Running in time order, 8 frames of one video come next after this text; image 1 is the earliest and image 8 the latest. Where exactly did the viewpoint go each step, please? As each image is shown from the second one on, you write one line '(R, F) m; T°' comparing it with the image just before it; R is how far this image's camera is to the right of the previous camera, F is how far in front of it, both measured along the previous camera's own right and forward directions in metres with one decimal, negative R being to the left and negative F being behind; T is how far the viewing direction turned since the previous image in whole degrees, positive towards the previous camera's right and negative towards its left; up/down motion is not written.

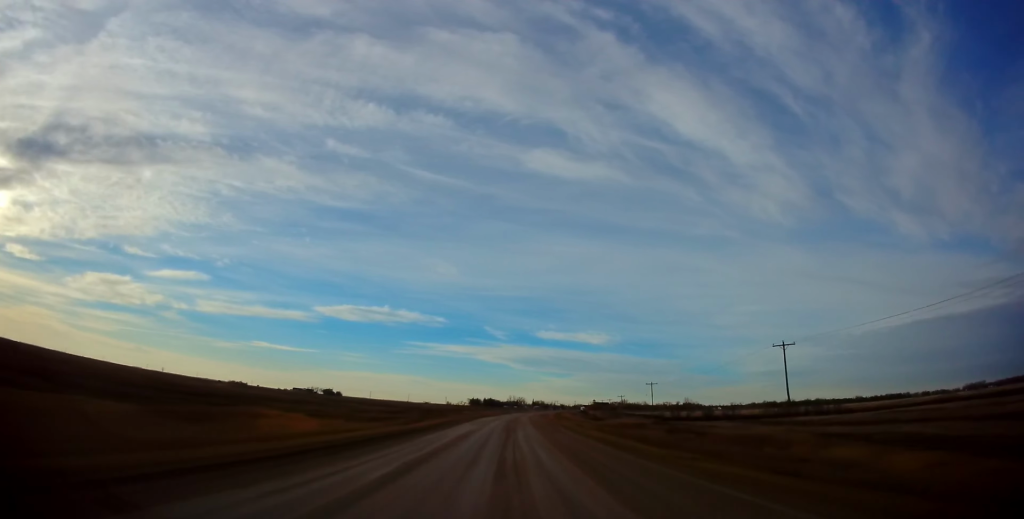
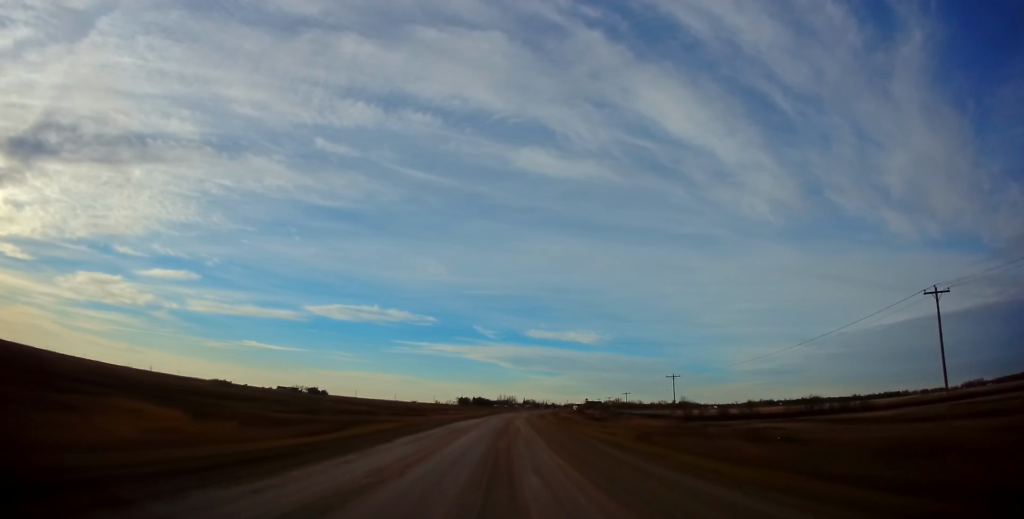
(+0.1, +26.0) m; 0°
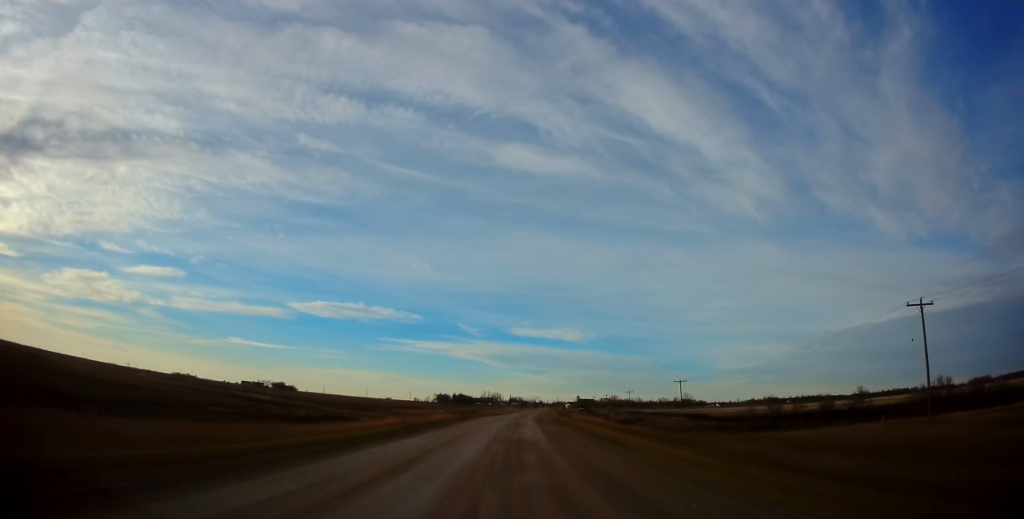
(+1.4, +75.3) m; +2°
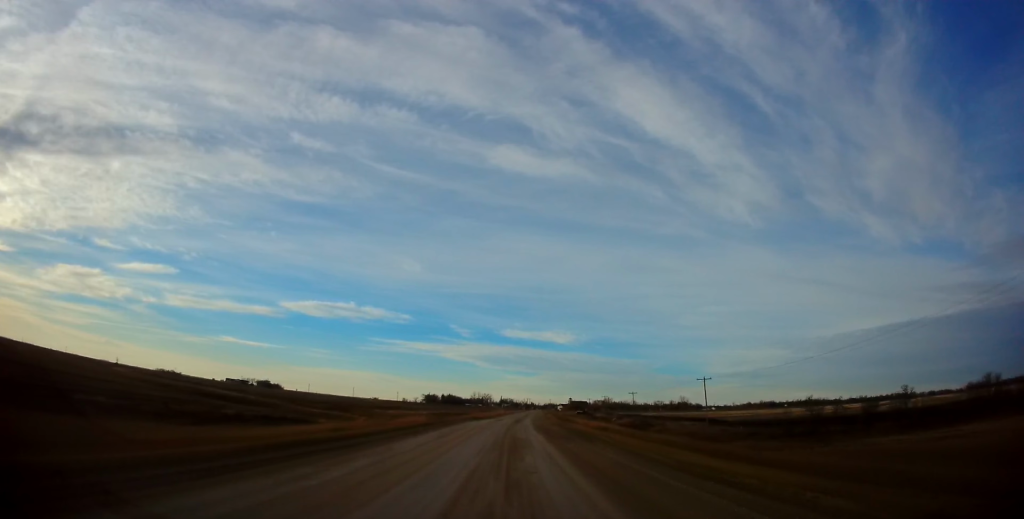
(+0.3, +19.3) m; +1°
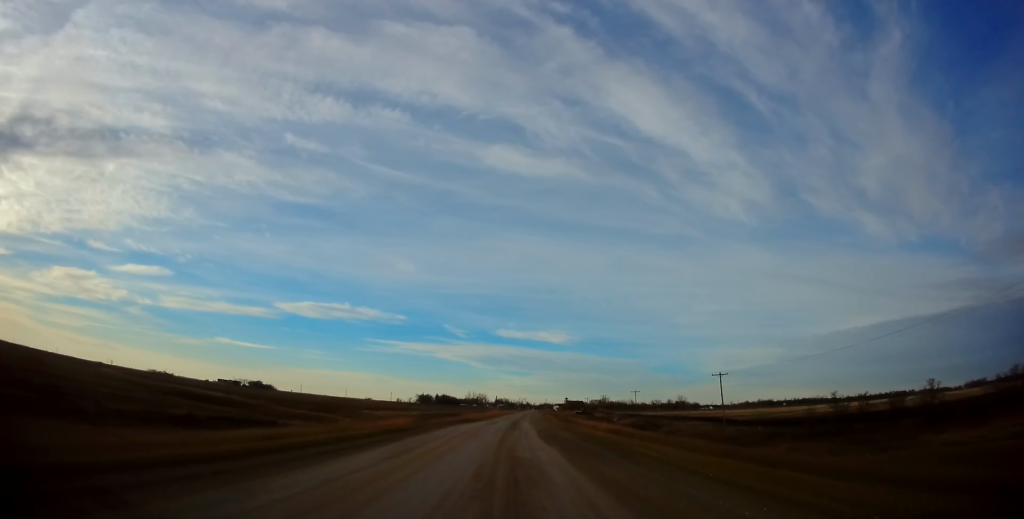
(+0.1, +9.4) m; +1°
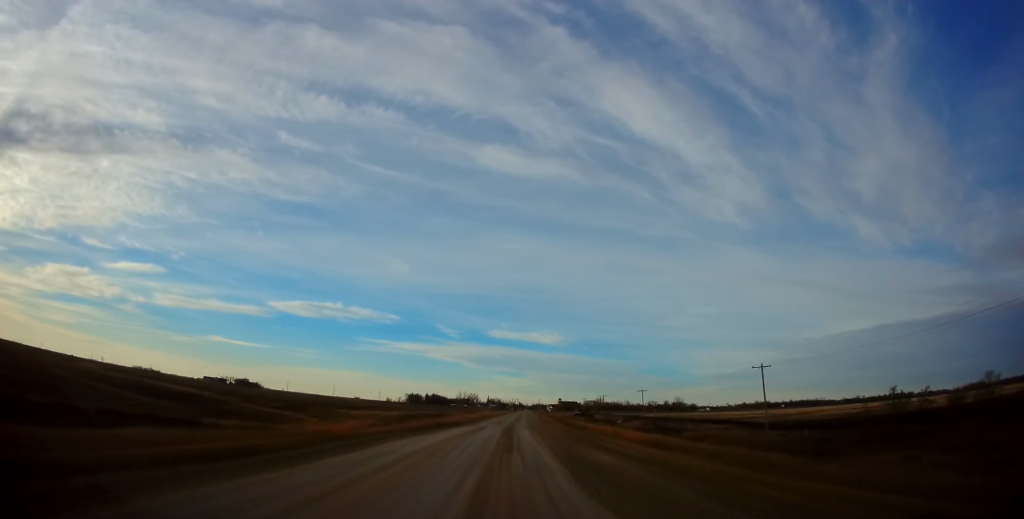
(+0.1, +16.9) m; +1°
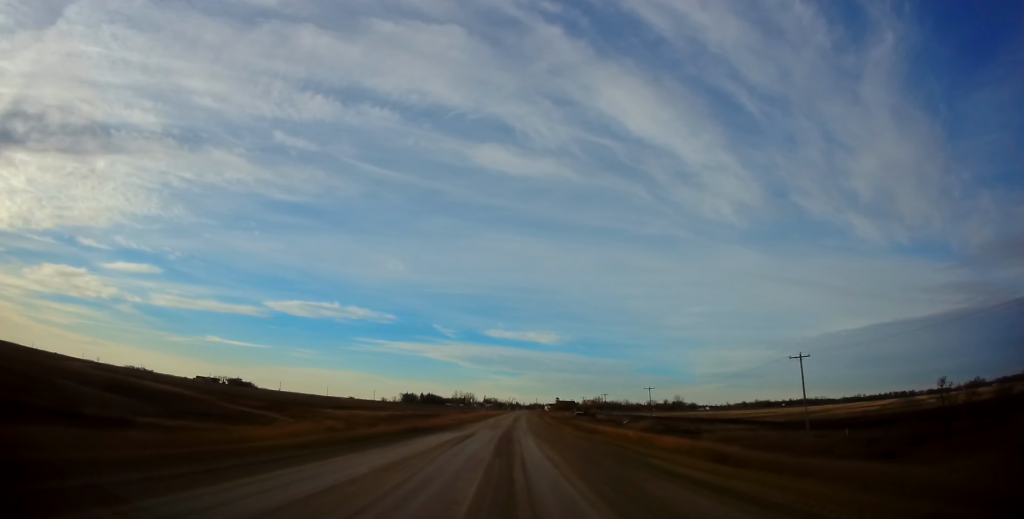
(+0.1, +10.4) m; 0°
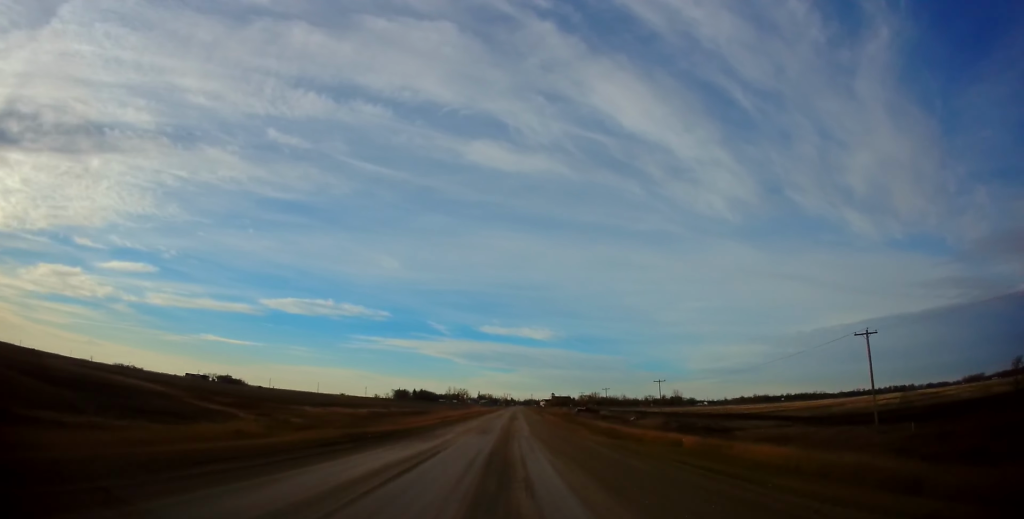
(0.0, +13.1) m; 0°
